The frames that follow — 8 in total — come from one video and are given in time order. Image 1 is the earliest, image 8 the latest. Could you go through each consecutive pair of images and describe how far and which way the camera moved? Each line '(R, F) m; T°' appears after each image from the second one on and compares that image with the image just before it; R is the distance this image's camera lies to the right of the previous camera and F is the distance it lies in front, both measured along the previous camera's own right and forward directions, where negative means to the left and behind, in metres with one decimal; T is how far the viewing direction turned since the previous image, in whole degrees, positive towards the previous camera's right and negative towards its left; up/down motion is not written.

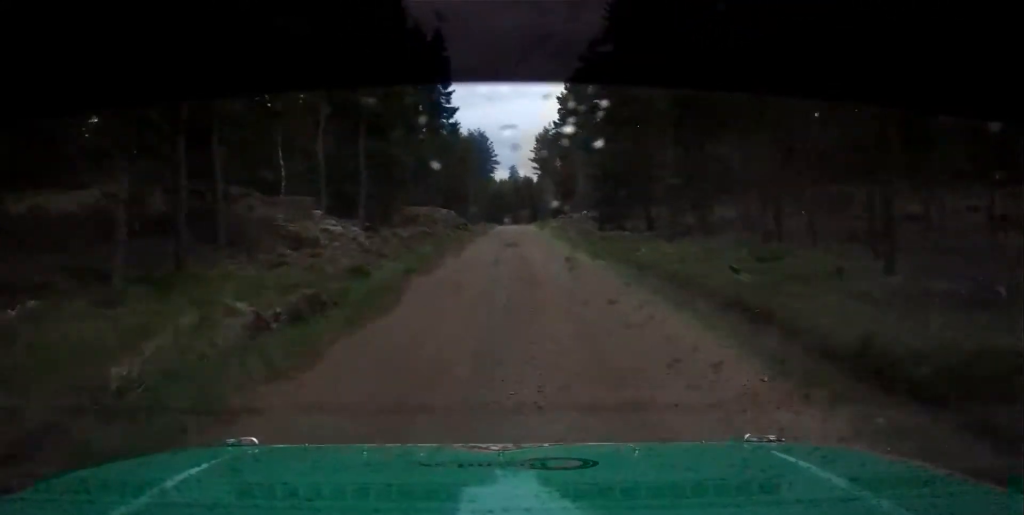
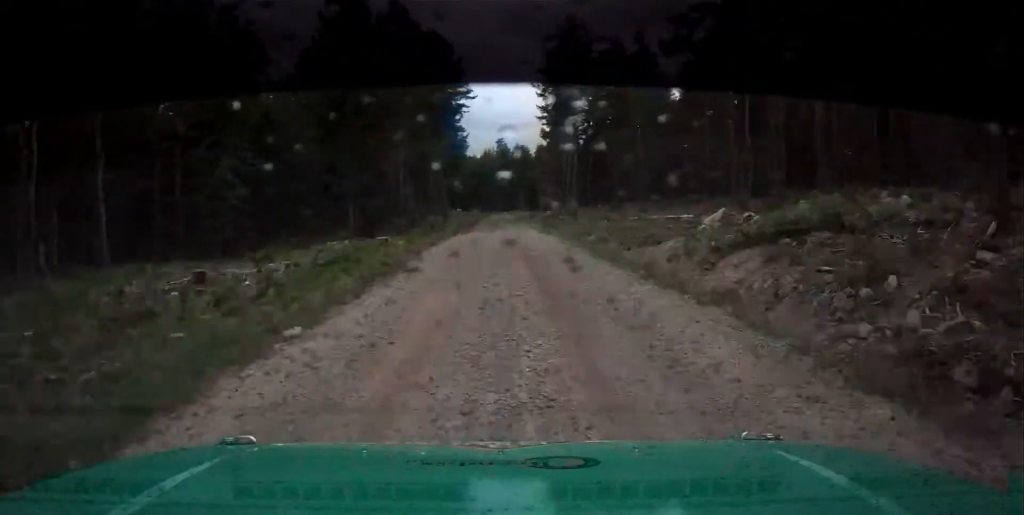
(-0.2, +75.2) m; 0°
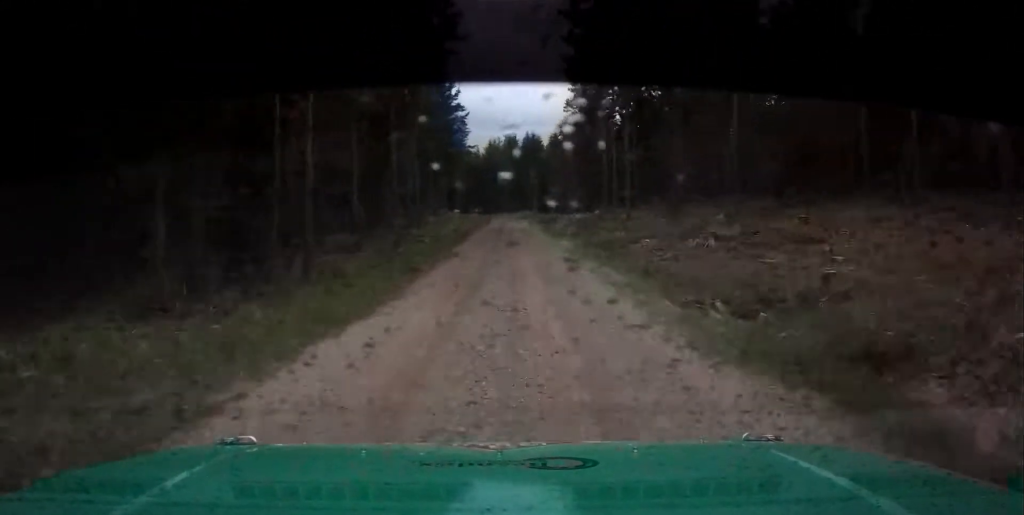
(0.0, +26.9) m; 0°
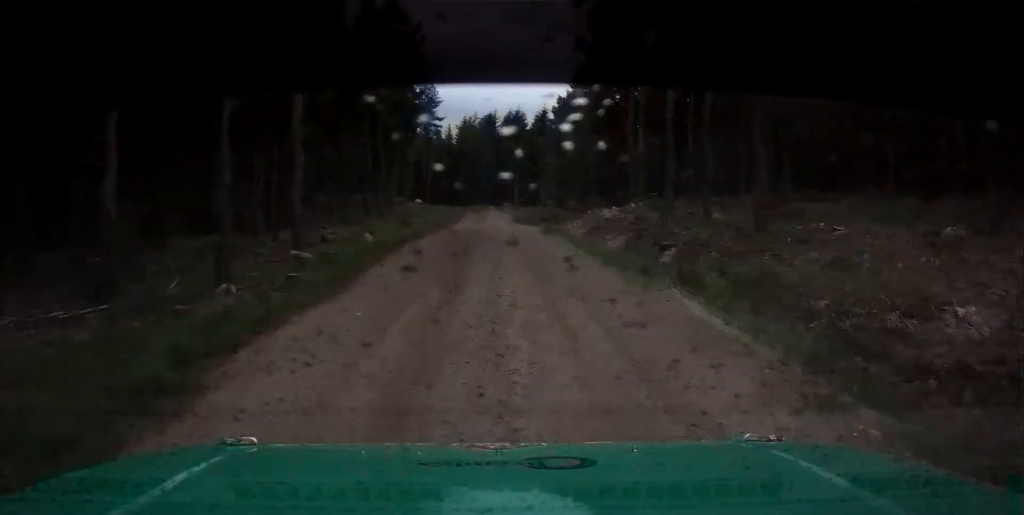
(0.0, +24.5) m; 0°
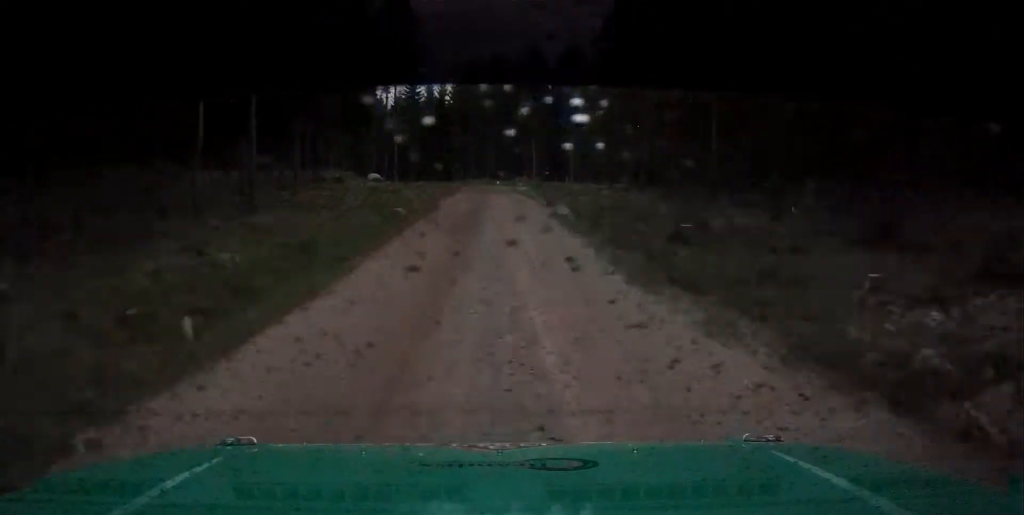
(-0.4, +35.3) m; -1°
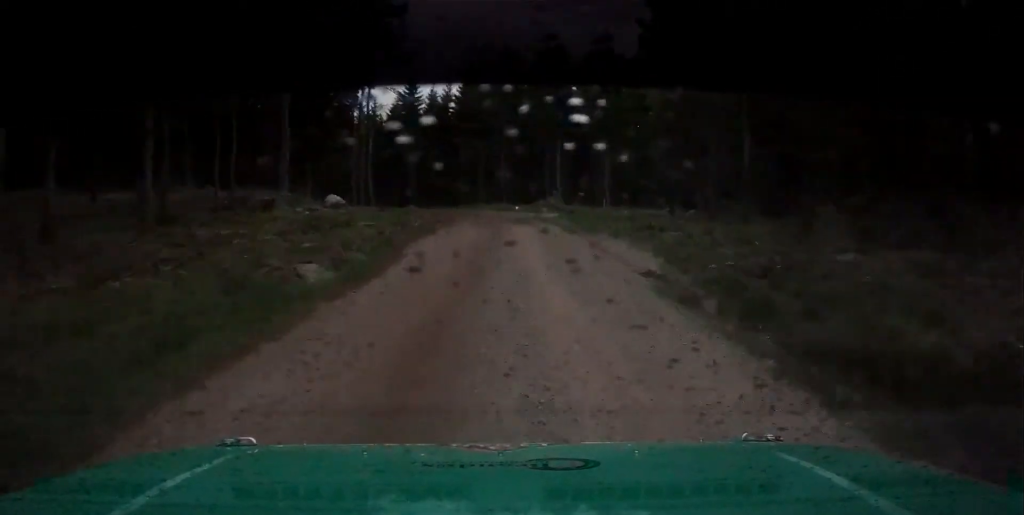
(-0.1, +16.9) m; 0°
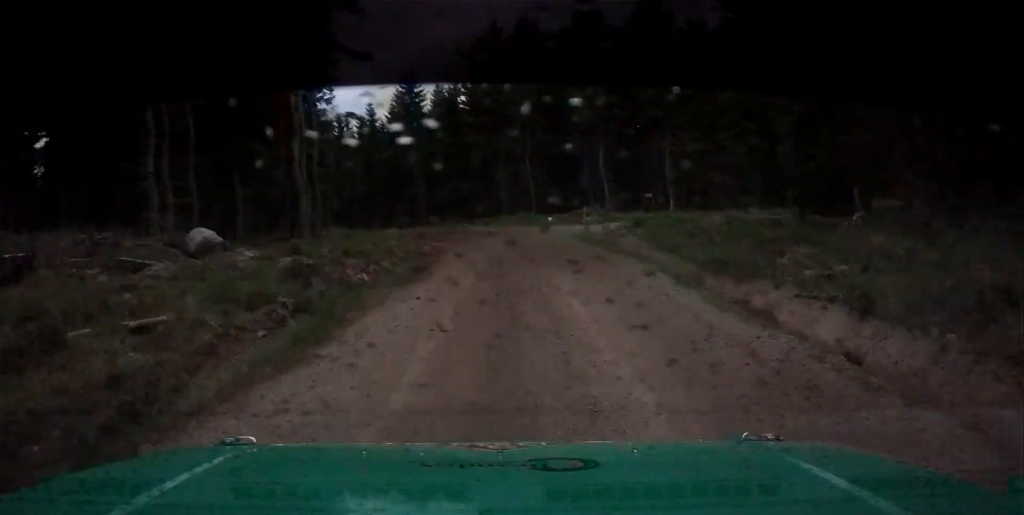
(0.0, +16.4) m; -1°
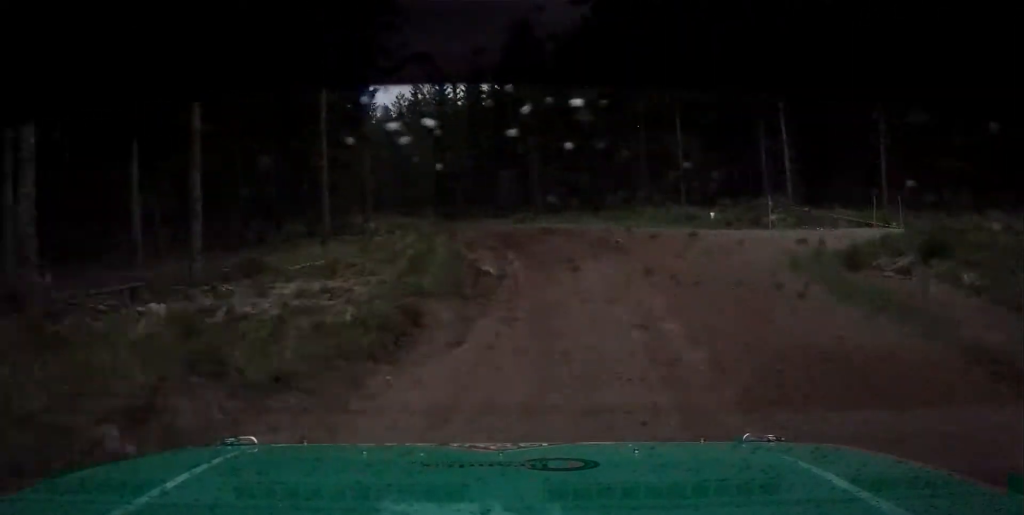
(-0.1, +16.9) m; -3°
